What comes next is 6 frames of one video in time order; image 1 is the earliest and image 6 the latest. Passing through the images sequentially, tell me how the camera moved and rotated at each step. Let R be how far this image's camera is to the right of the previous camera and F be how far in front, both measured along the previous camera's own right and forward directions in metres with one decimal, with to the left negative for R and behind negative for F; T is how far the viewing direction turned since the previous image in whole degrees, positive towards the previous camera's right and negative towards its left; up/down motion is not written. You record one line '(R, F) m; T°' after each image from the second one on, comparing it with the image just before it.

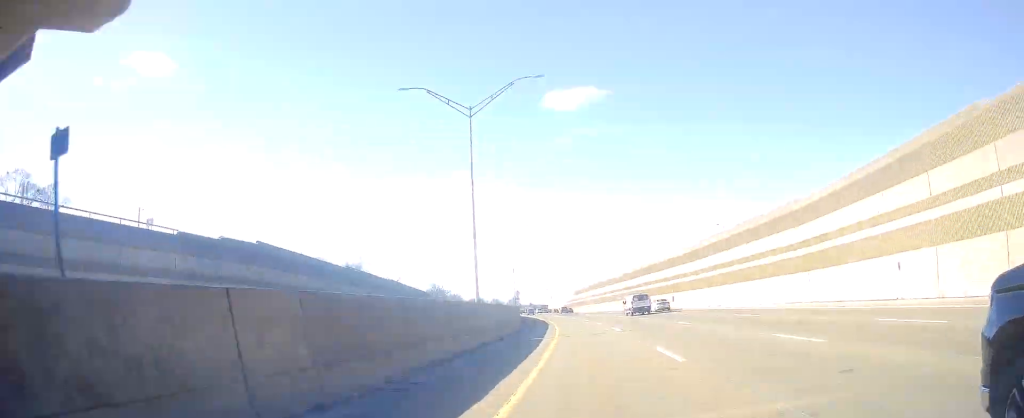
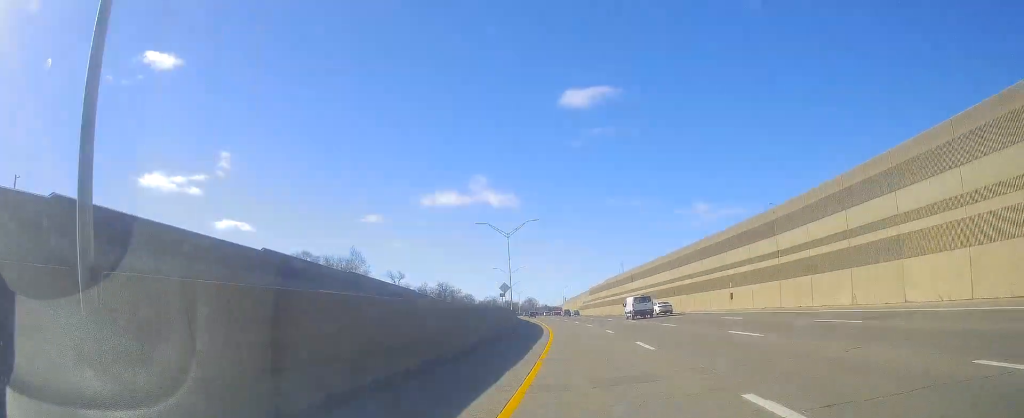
(+0.2, +26.4) m; -1°
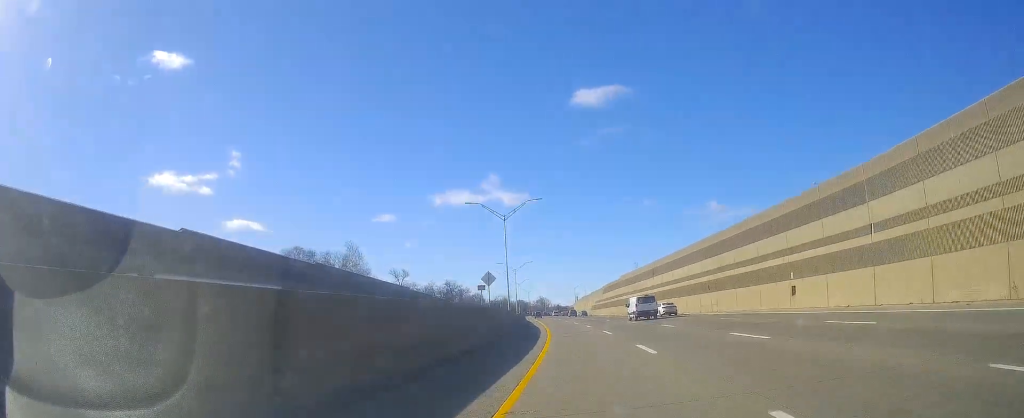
(-0.6, +15.1) m; -1°
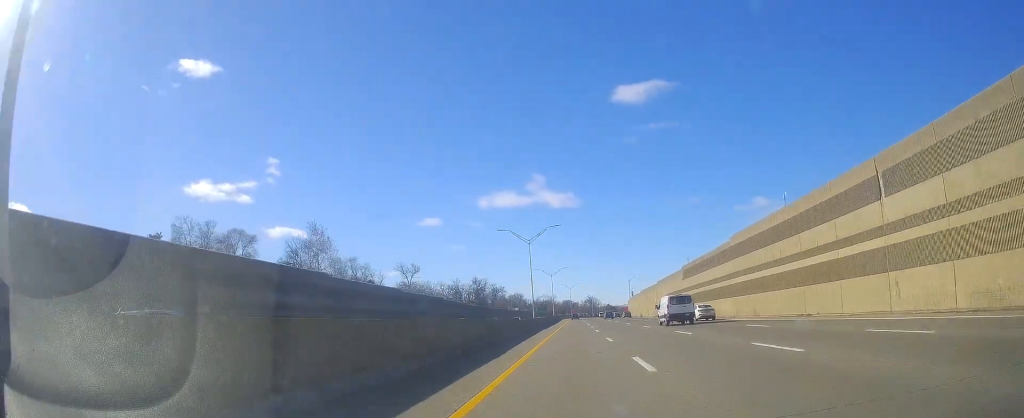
(-1.5, +62.9) m; -2°
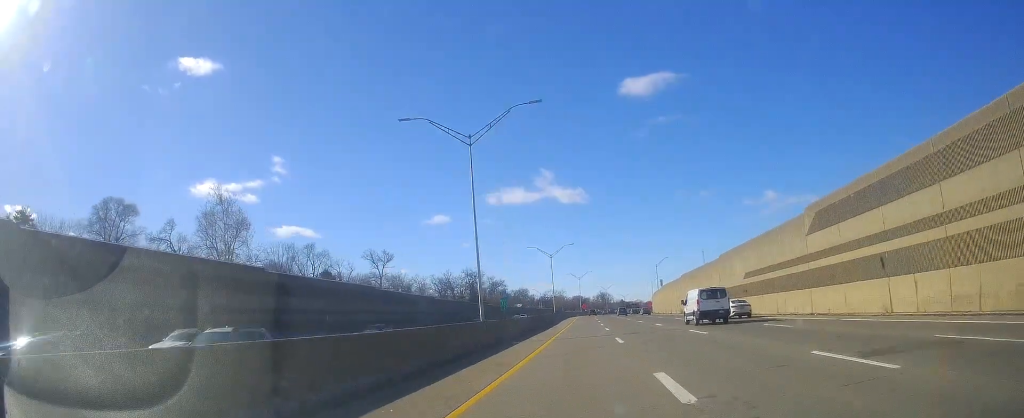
(-1.0, +47.7) m; -1°
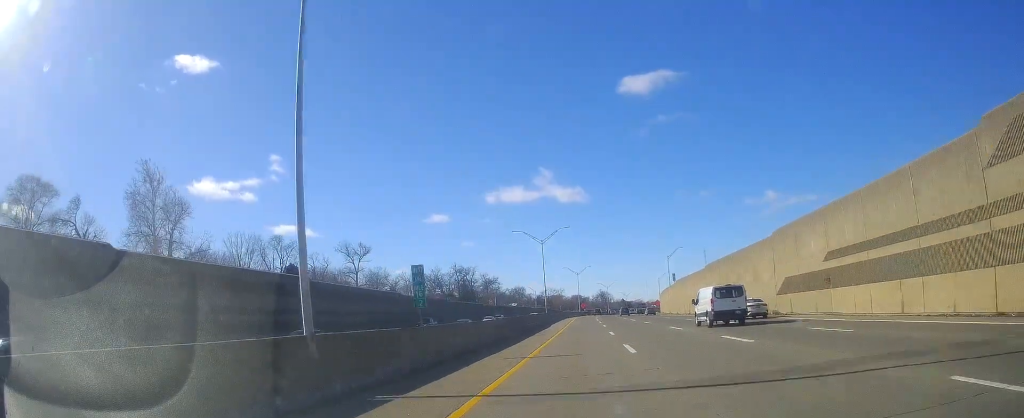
(-0.3, +21.4) m; +1°
